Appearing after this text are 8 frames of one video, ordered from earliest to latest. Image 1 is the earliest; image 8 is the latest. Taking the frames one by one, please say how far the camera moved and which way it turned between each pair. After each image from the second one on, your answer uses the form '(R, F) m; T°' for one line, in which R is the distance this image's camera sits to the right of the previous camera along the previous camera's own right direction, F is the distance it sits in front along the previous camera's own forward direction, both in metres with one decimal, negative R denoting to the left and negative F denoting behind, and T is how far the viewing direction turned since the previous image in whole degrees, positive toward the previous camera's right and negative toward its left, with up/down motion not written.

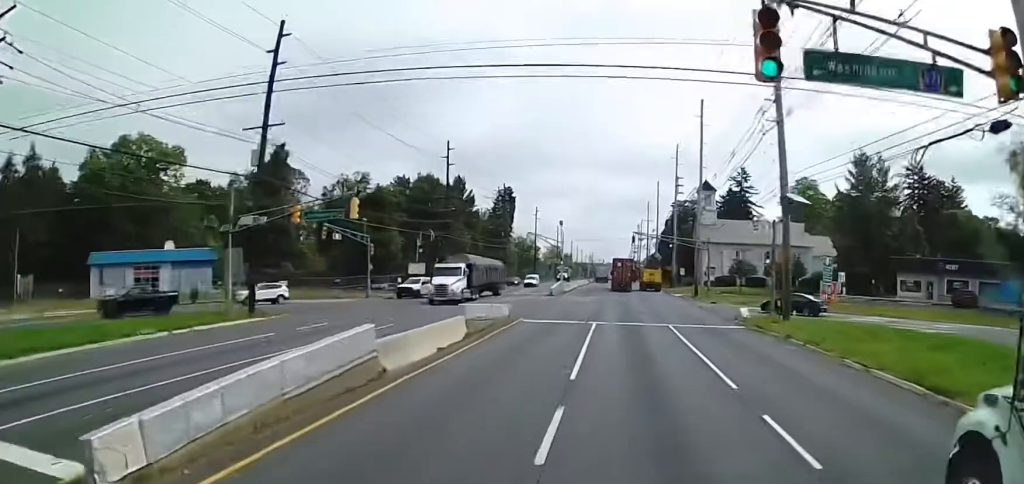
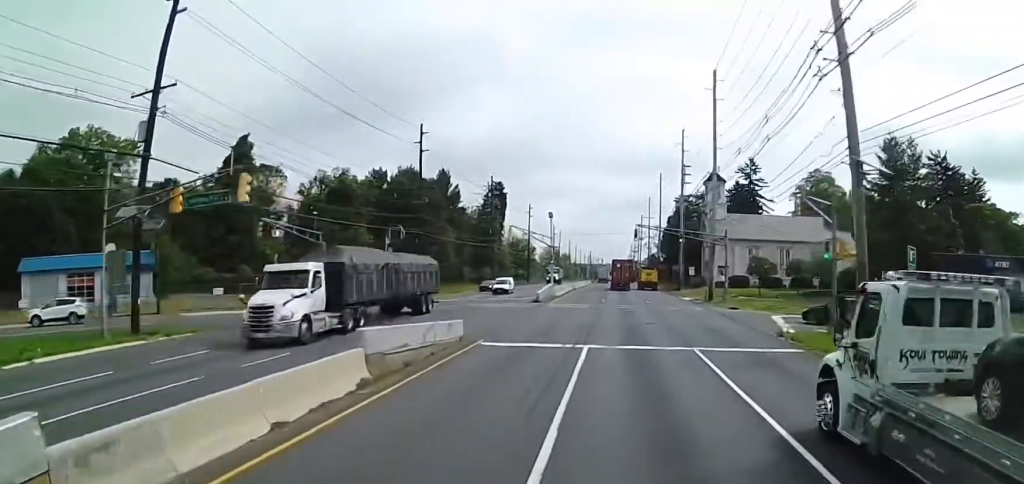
(-0.1, +9.8) m; 0°
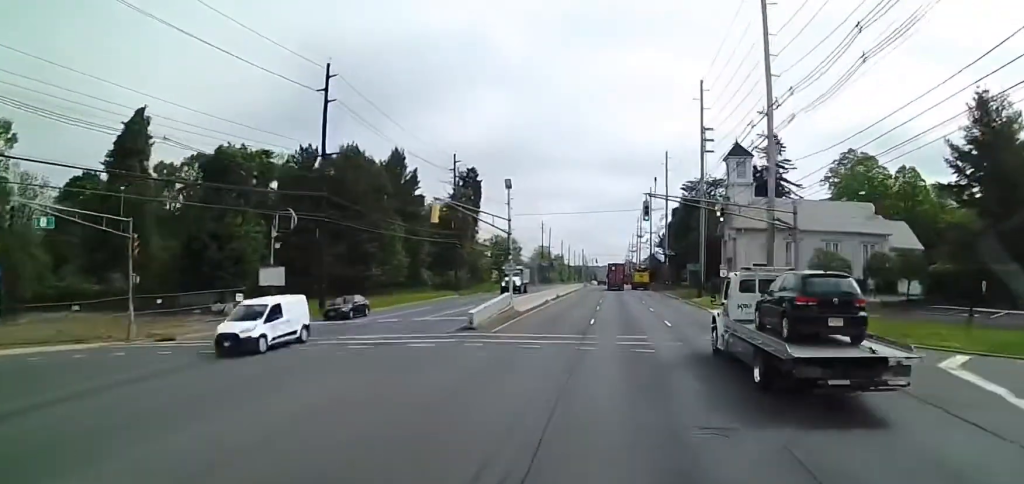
(+0.3, +20.3) m; +2°
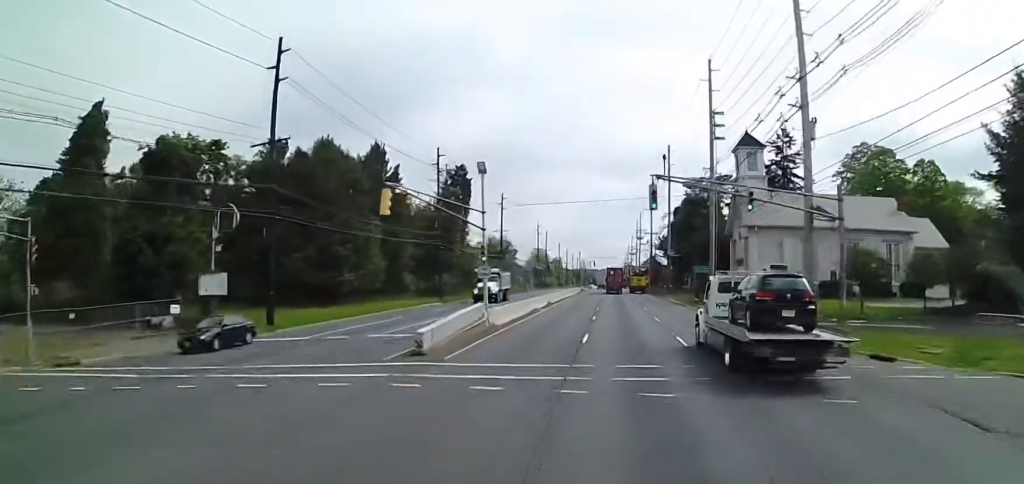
(+0.1, +6.5) m; +1°
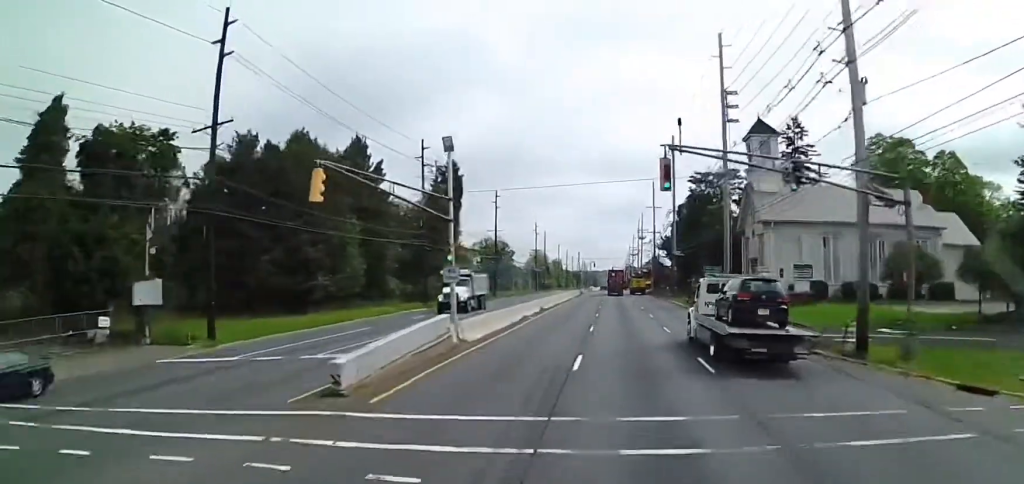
(0.0, +5.9) m; 0°
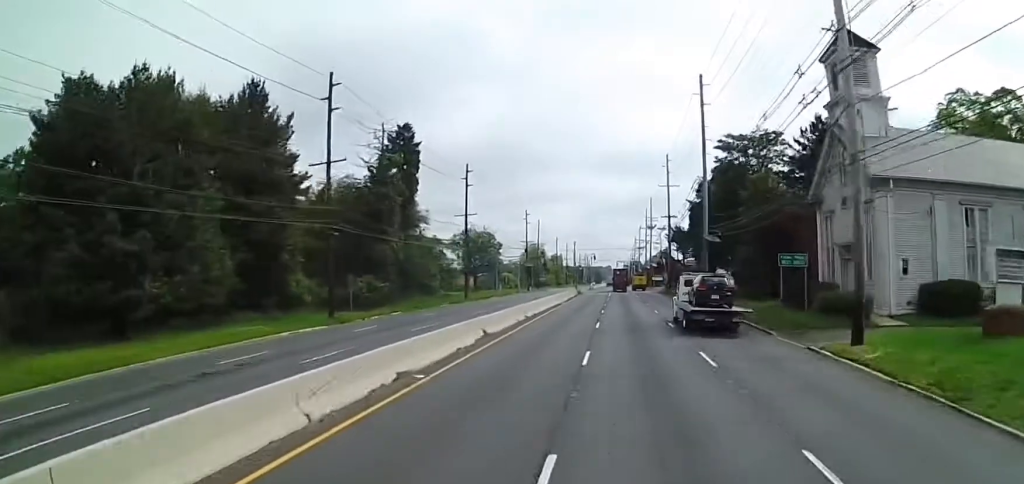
(-0.1, +23.3) m; -1°
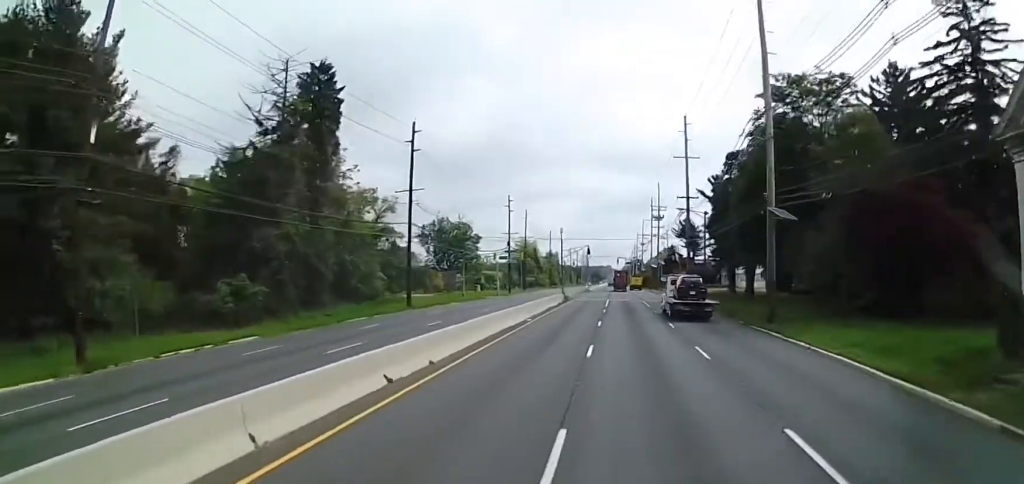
(-0.1, +21.8) m; 0°
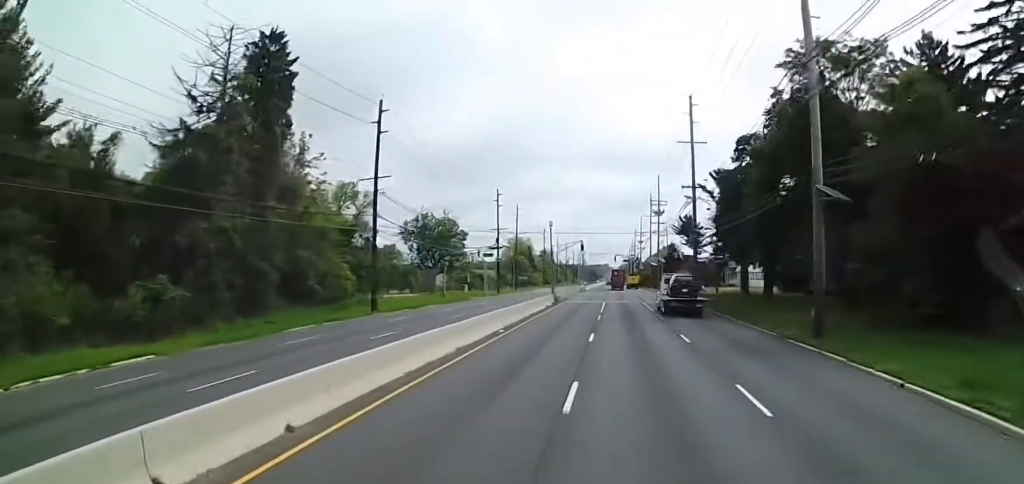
(0.0, +7.8) m; 0°
